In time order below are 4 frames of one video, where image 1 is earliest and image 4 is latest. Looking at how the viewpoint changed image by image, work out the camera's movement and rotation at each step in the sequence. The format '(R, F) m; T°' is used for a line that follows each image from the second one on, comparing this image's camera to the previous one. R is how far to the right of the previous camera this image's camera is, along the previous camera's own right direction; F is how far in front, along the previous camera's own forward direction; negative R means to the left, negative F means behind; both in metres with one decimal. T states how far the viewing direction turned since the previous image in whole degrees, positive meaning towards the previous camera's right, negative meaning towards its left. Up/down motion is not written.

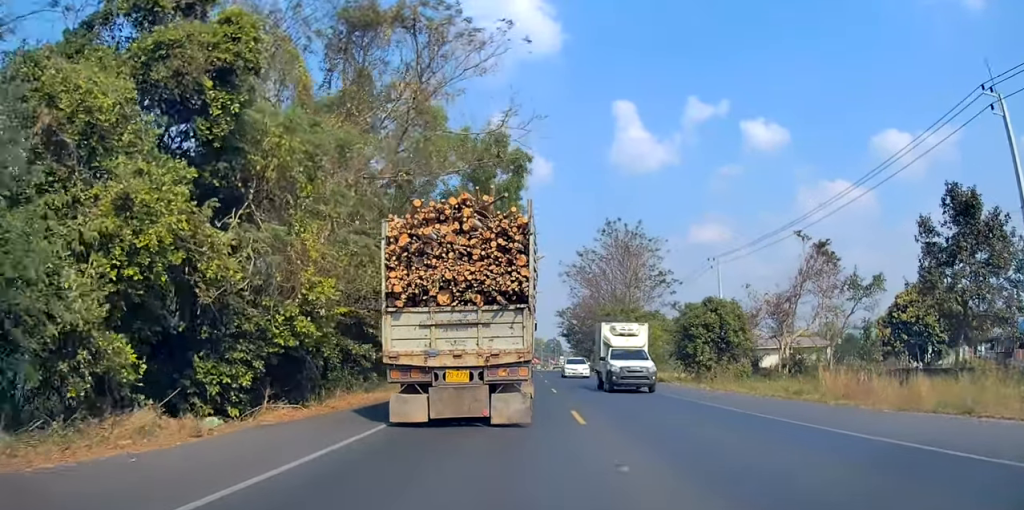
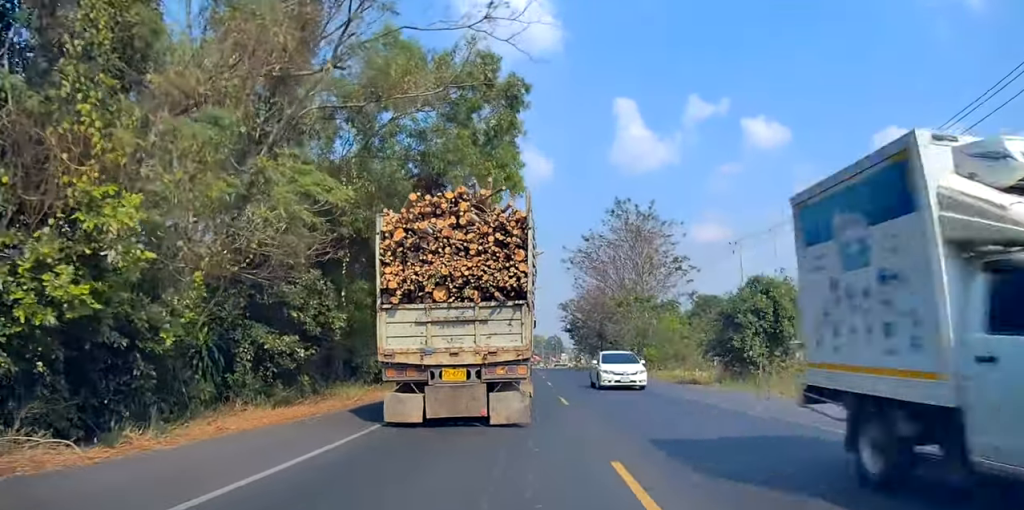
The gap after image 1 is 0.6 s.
(0.0, +7.6) m; 0°
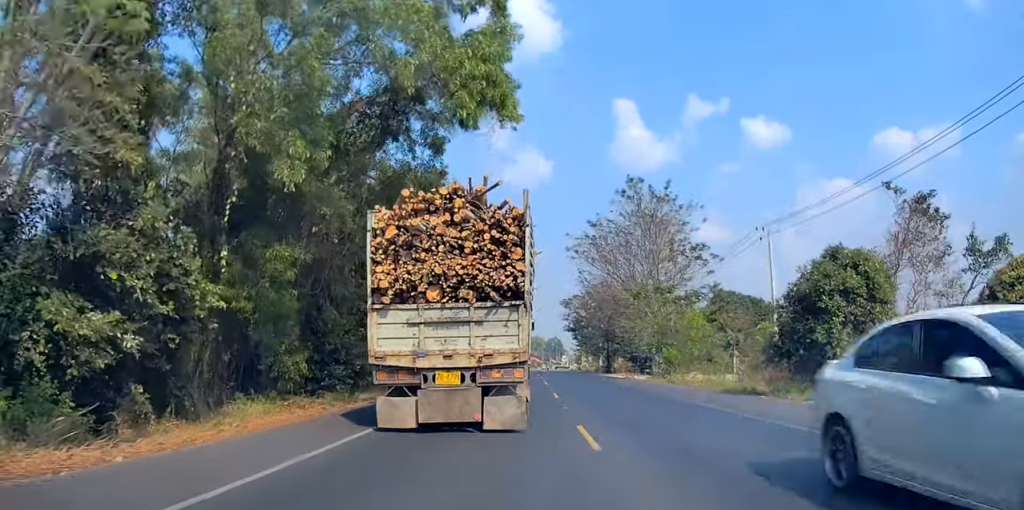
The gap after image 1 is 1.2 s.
(0.0, +7.5) m; 0°
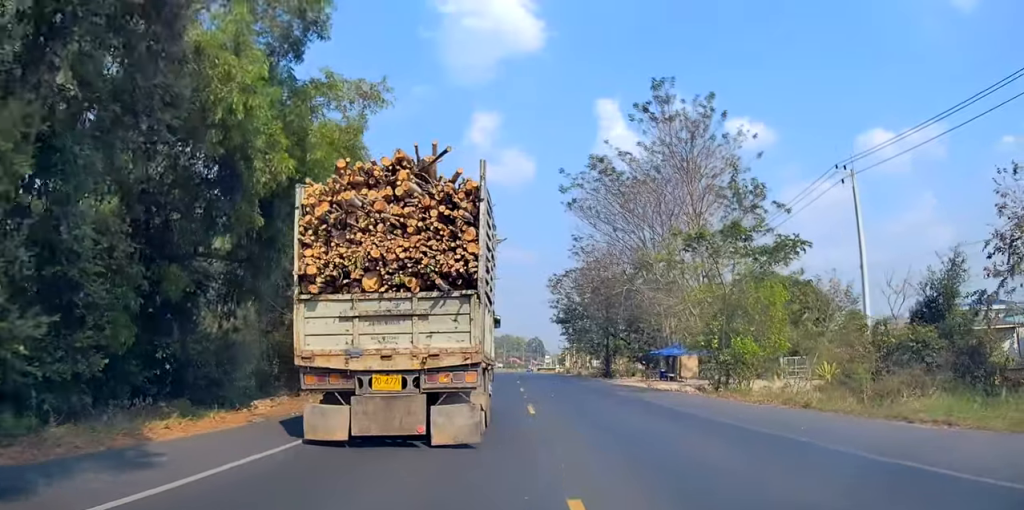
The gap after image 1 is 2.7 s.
(-0.3, +17.9) m; -1°
